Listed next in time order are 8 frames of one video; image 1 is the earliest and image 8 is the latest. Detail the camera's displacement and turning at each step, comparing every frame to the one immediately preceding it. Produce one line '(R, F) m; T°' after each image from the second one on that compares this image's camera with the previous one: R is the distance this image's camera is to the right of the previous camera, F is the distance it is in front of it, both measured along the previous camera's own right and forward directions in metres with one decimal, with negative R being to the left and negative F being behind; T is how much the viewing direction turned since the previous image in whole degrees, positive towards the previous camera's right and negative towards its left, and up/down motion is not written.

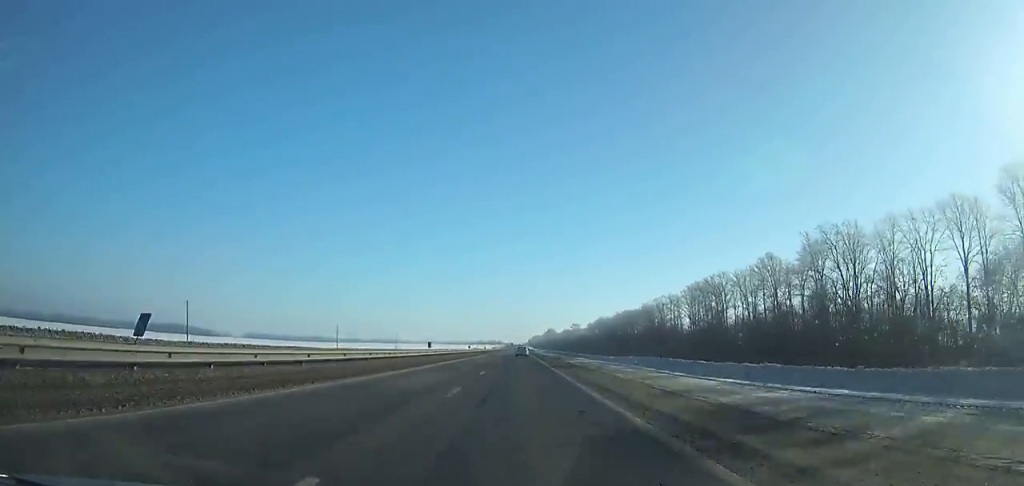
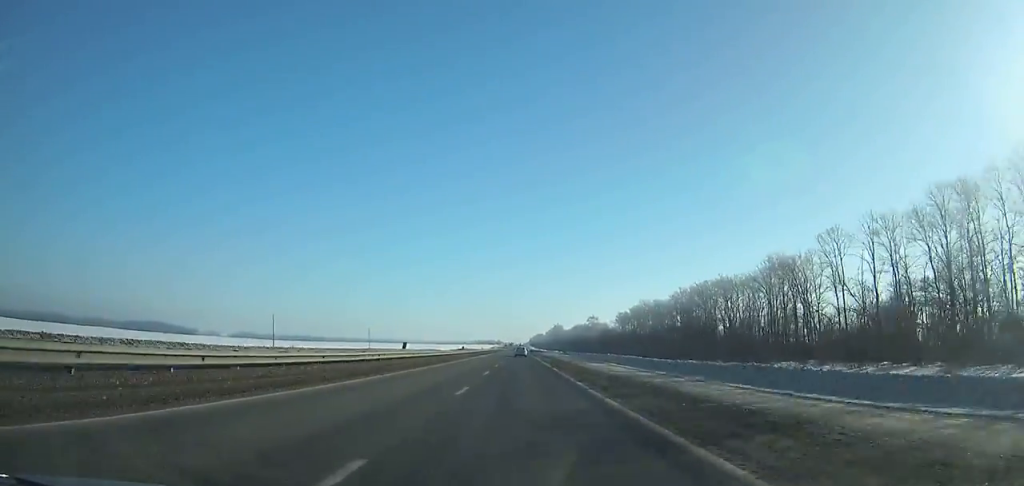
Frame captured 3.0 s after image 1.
(0.0, +83.0) m; 0°
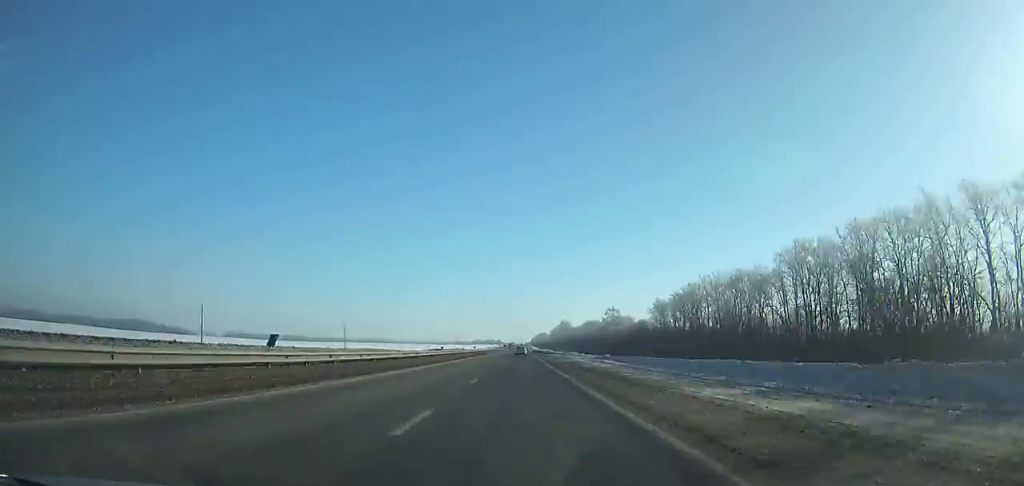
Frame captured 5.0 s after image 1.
(0.0, +55.3) m; 0°
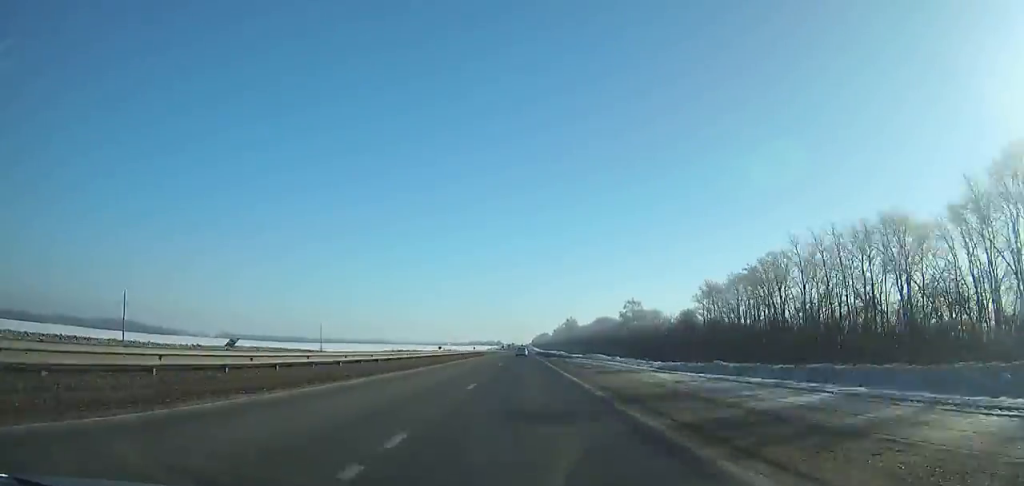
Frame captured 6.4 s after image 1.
(0.0, +38.8) m; 0°
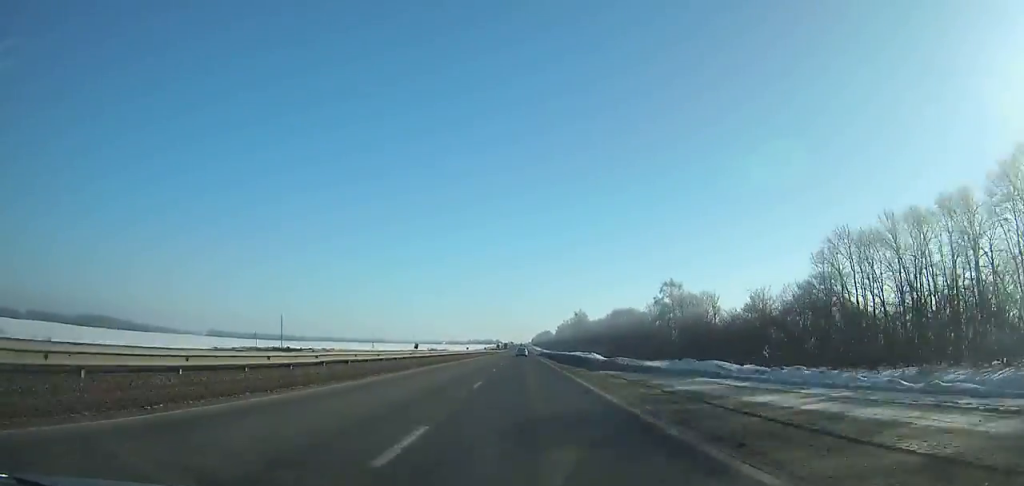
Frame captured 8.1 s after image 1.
(0.0, +47.4) m; 0°
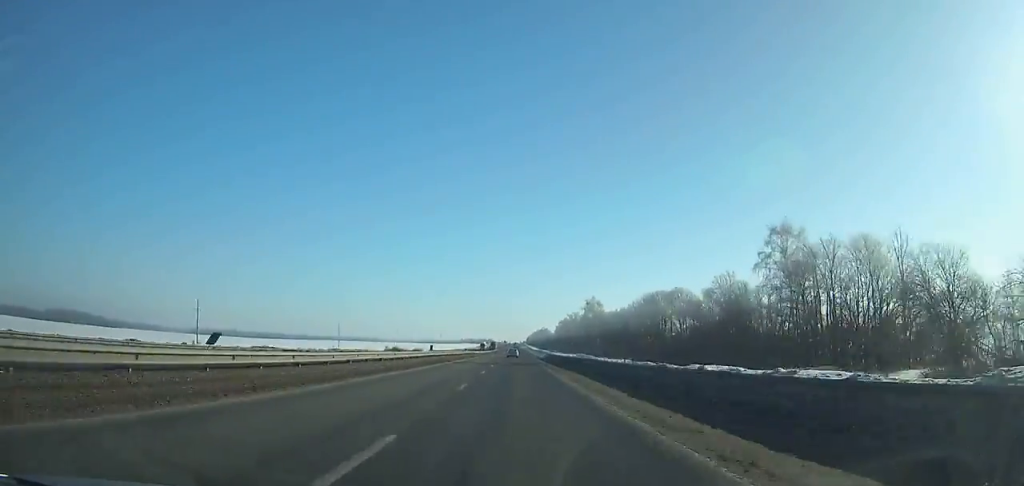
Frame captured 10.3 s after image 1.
(0.0, +61.4) m; 0°
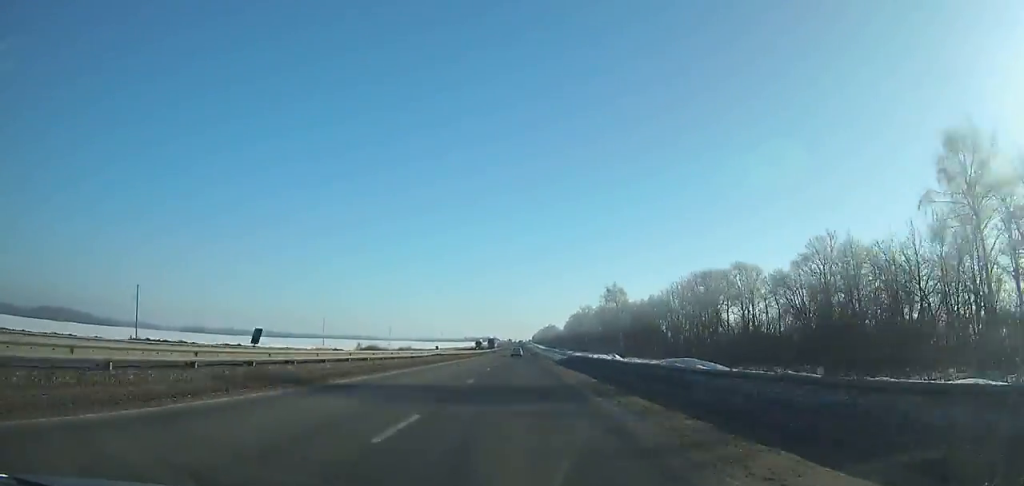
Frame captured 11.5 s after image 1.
(0.0, +33.7) m; 0°
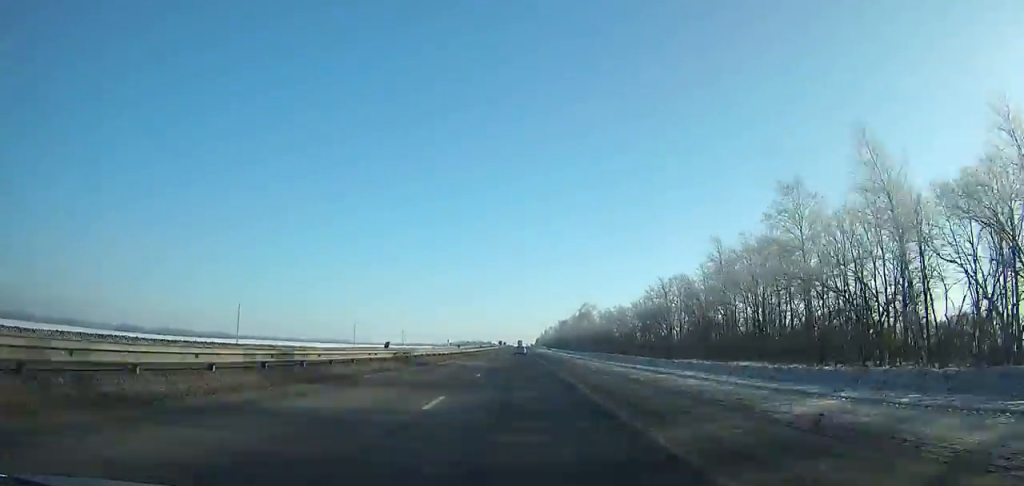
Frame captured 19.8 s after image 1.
(+0.6, +233.9) m; 0°
